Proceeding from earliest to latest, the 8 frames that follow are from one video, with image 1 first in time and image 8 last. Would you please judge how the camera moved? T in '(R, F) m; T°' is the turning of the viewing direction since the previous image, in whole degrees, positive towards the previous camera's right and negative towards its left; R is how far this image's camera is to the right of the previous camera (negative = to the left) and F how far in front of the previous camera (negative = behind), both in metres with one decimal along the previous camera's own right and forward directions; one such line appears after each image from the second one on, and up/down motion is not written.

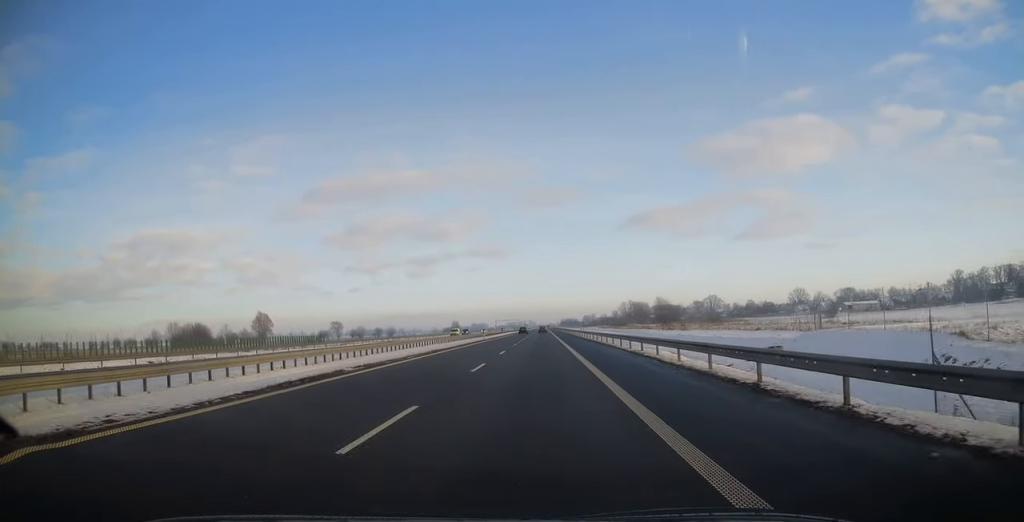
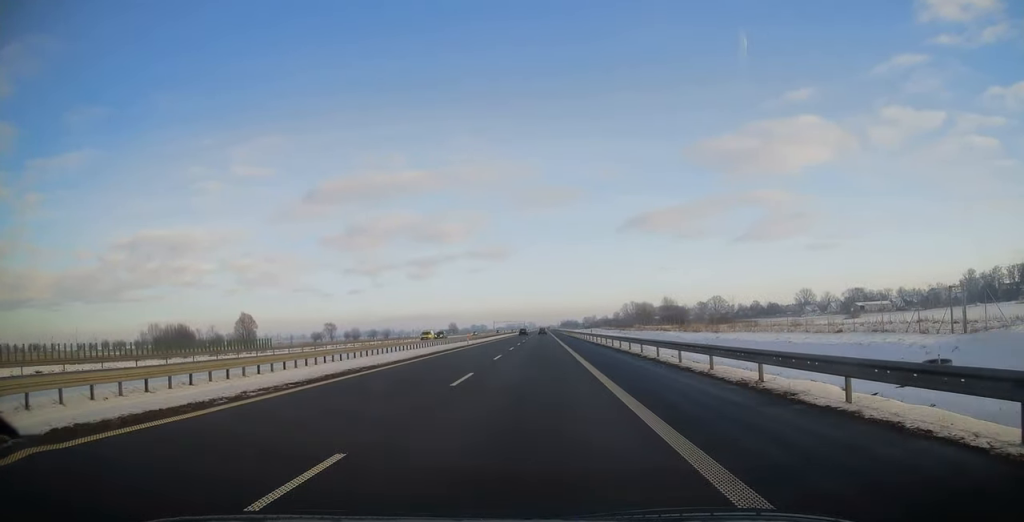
(0.0, +15.9) m; 0°
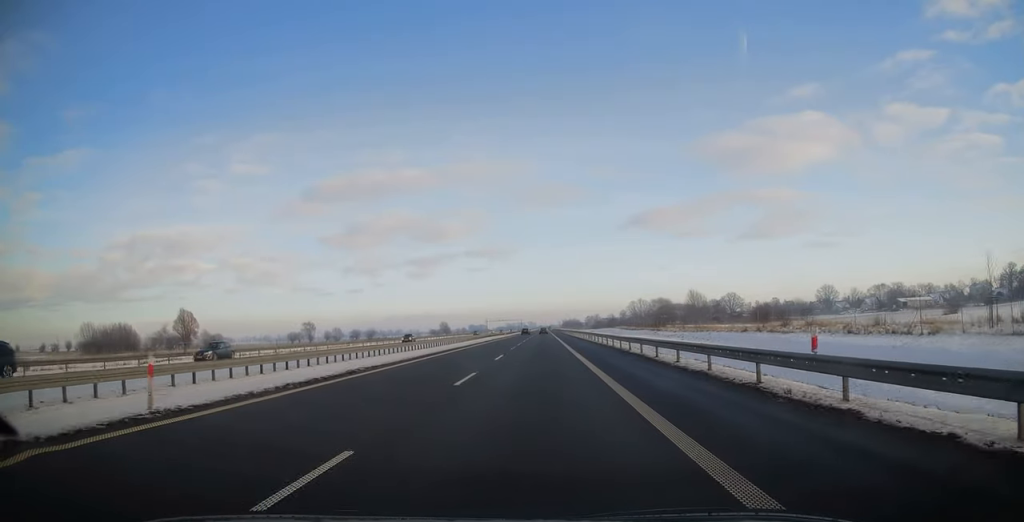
(+0.4, +47.8) m; 0°
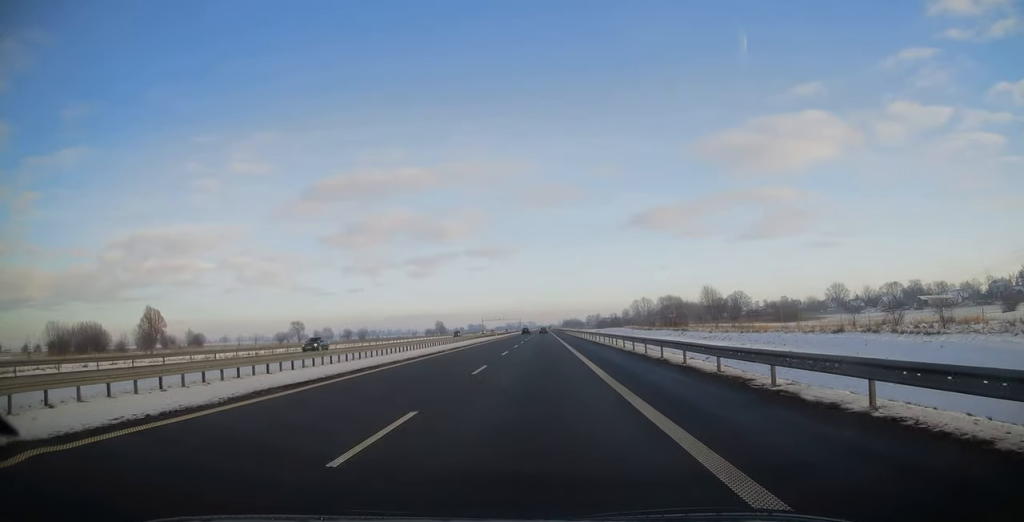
(-0.2, +20.7) m; 0°
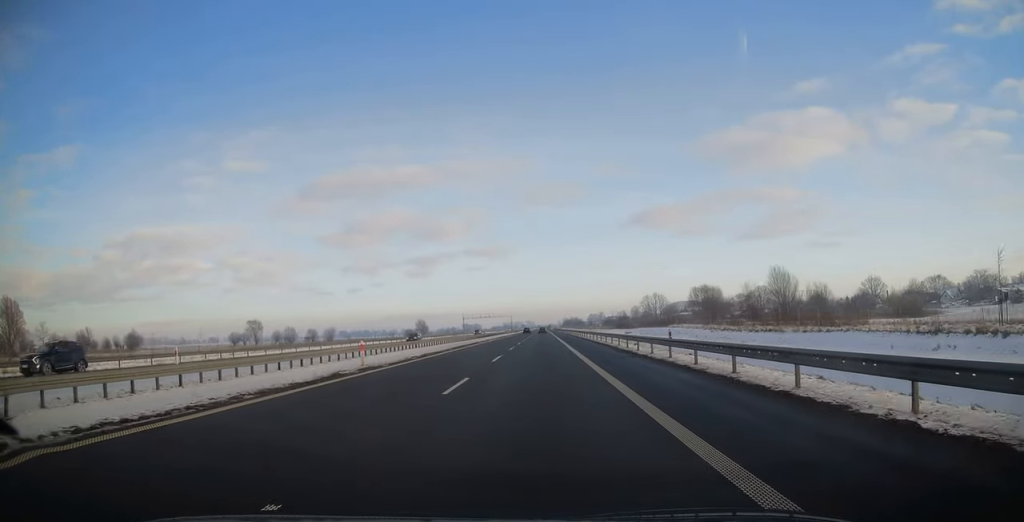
(0.0, +65.2) m; -1°
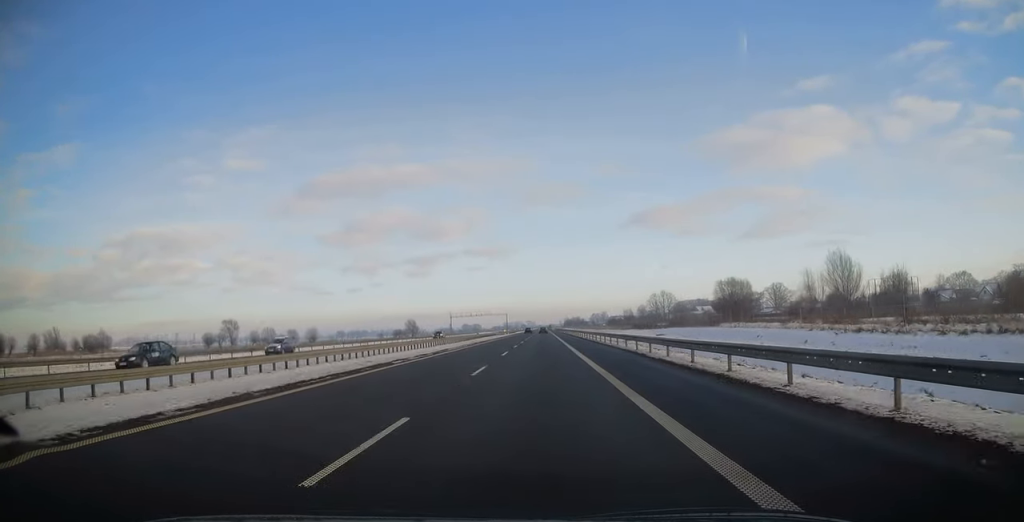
(0.0, +31.2) m; +1°
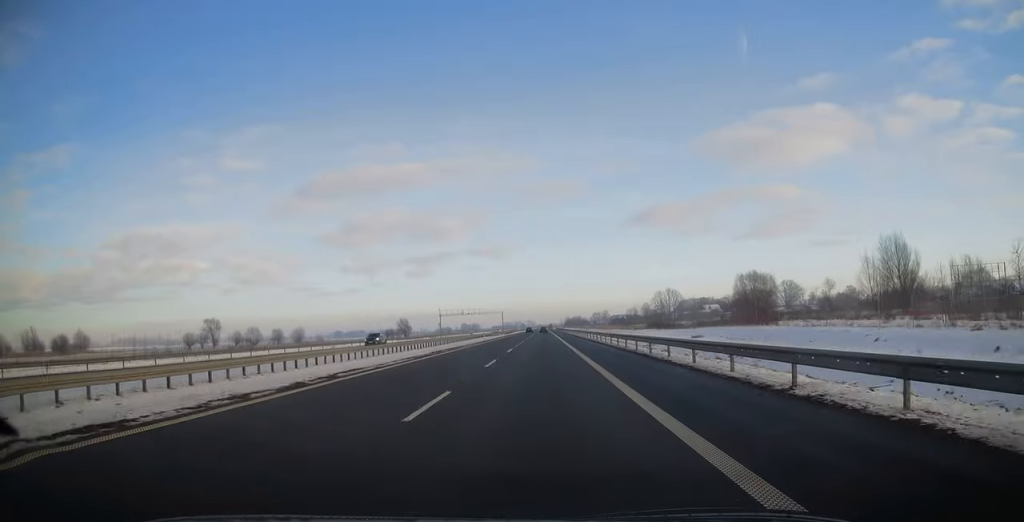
(+0.2, +20.1) m; 0°
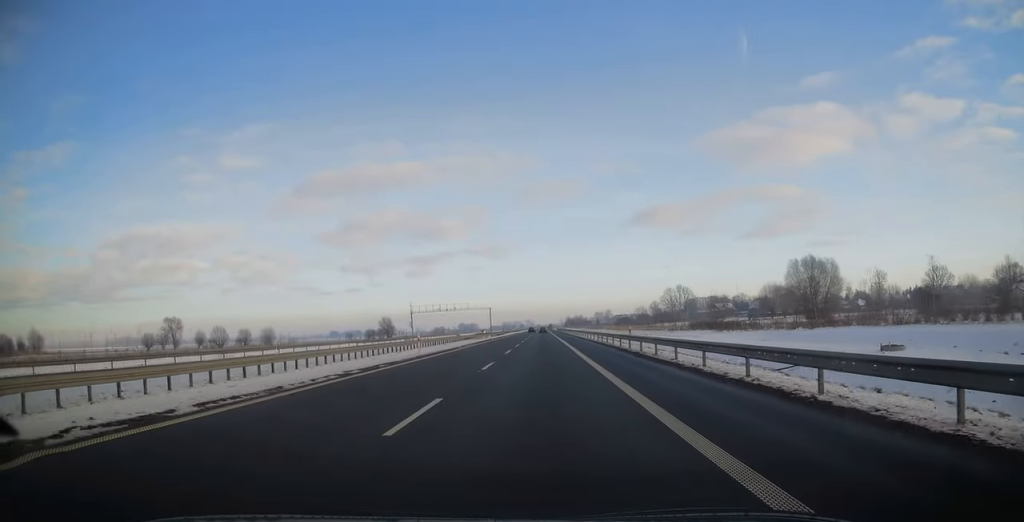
(-0.1, +37.1) m; 0°
